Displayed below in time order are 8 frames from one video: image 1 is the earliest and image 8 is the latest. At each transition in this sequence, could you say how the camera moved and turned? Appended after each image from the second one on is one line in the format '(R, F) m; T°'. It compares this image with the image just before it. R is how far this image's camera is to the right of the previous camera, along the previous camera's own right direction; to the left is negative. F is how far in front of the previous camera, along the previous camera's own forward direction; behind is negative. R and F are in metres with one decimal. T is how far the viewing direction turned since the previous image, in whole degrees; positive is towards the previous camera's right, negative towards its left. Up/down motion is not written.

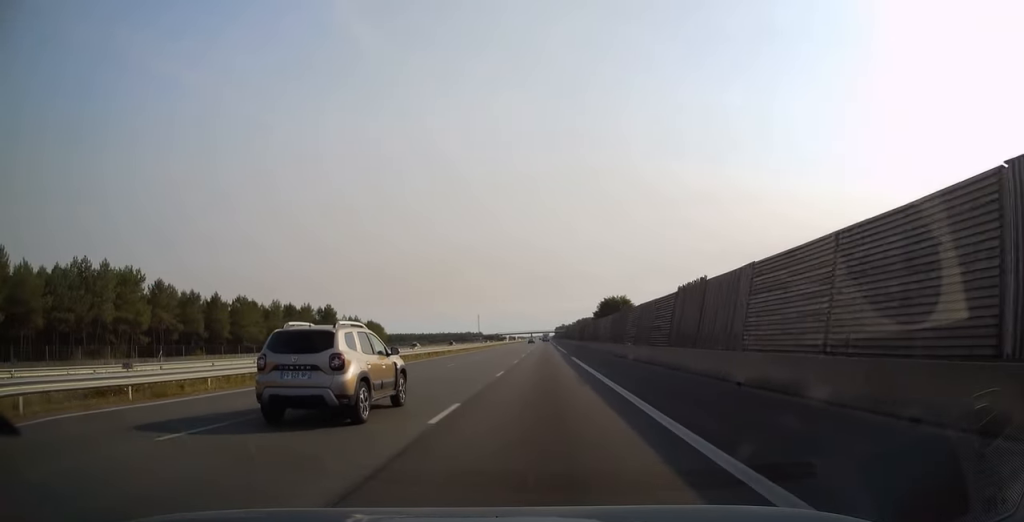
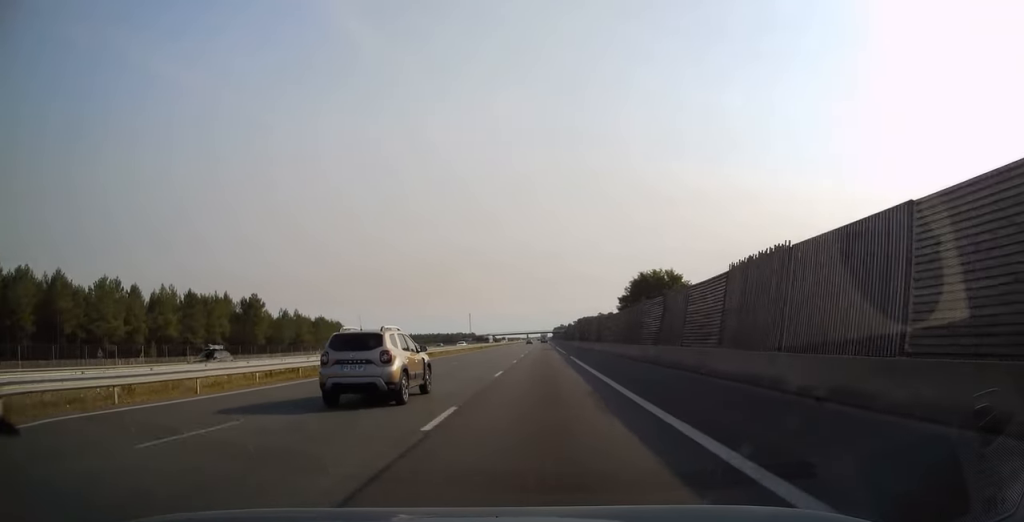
(0.0, +52.8) m; 0°
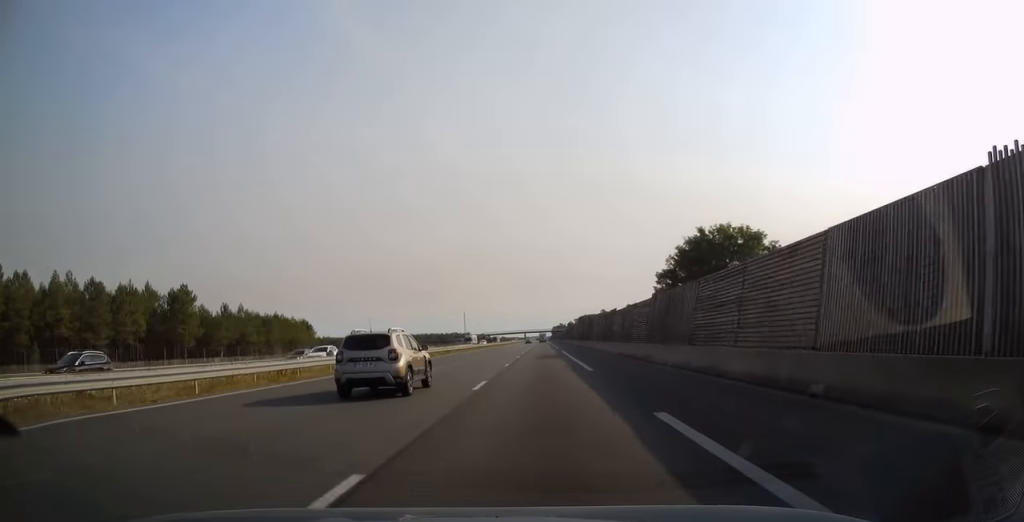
(+0.1, +32.0) m; +1°
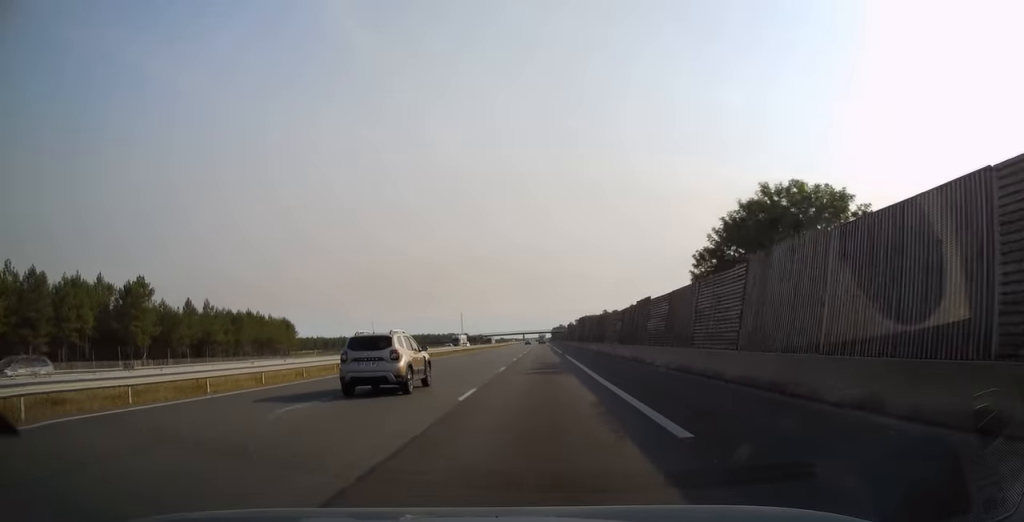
(+0.1, +15.2) m; 0°
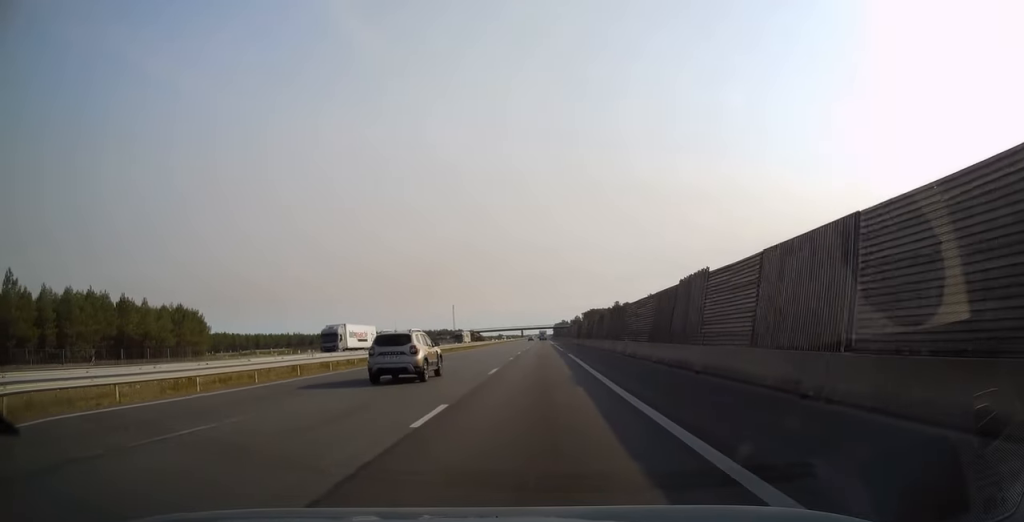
(-0.4, +56.7) m; -1°
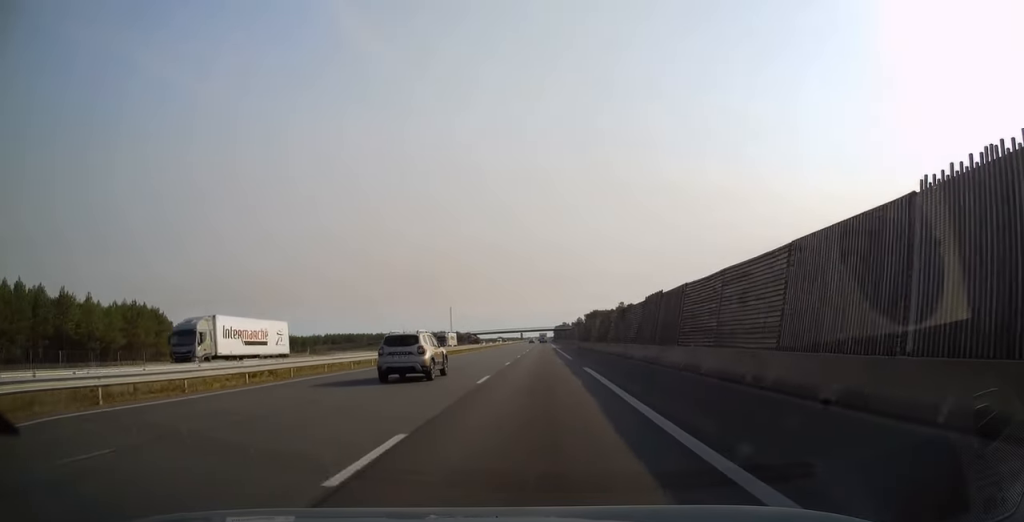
(0.0, +16.8) m; 0°
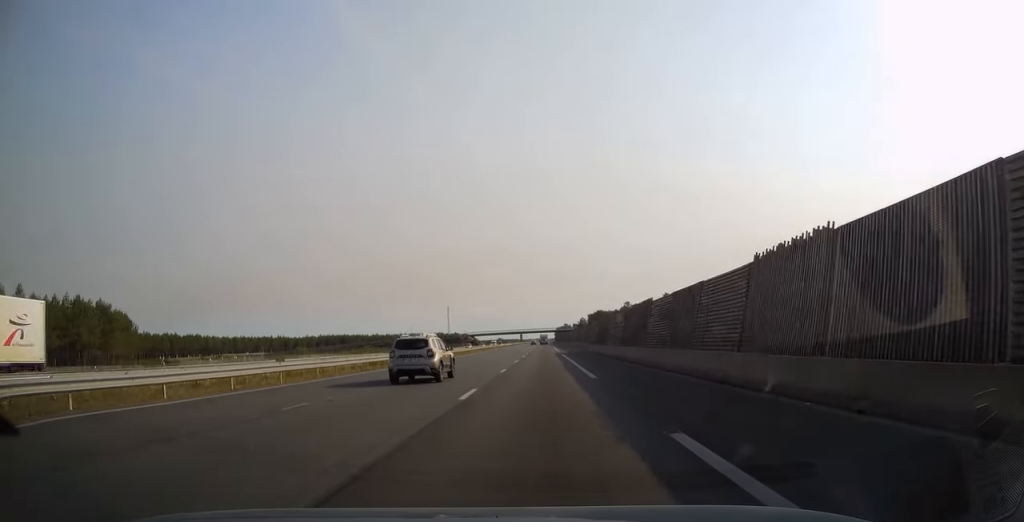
(0.0, +17.2) m; 0°
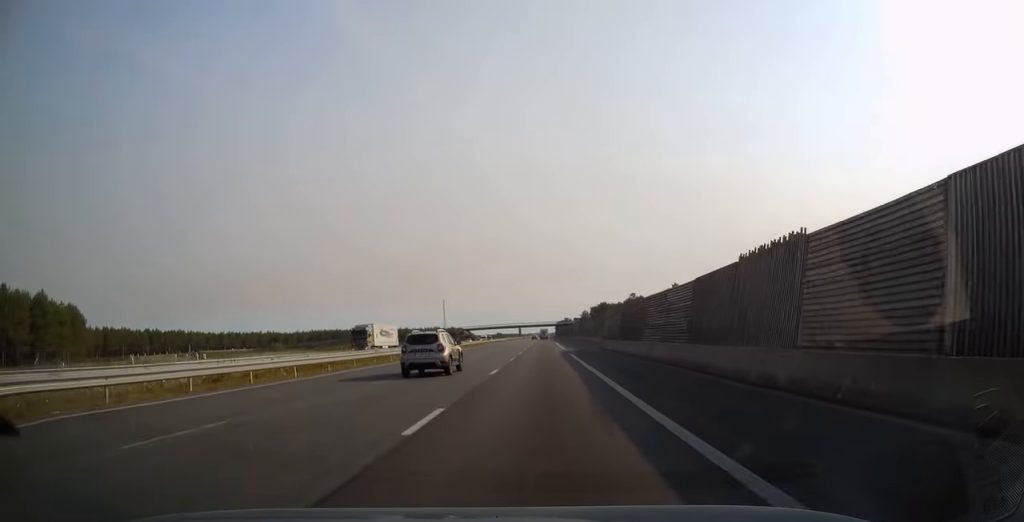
(0.0, +18.7) m; 0°
